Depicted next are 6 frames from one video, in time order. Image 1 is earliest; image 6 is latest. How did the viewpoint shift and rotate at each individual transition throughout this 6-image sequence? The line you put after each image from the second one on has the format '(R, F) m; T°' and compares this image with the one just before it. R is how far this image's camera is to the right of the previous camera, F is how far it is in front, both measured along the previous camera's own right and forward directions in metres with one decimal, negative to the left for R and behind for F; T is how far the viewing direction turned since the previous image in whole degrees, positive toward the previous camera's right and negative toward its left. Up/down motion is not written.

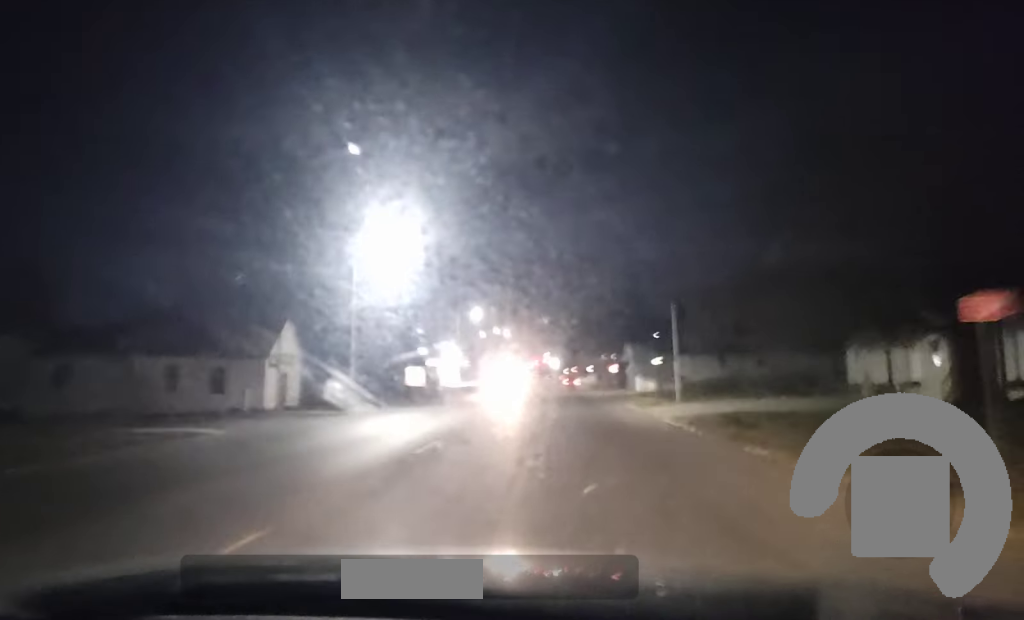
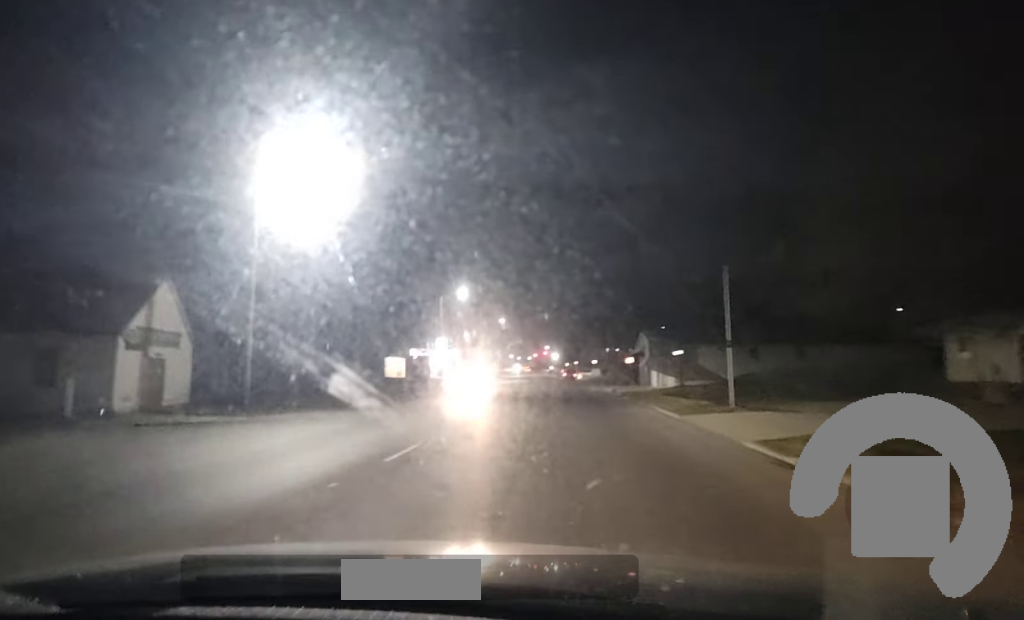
(+0.3, +16.0) m; 0°
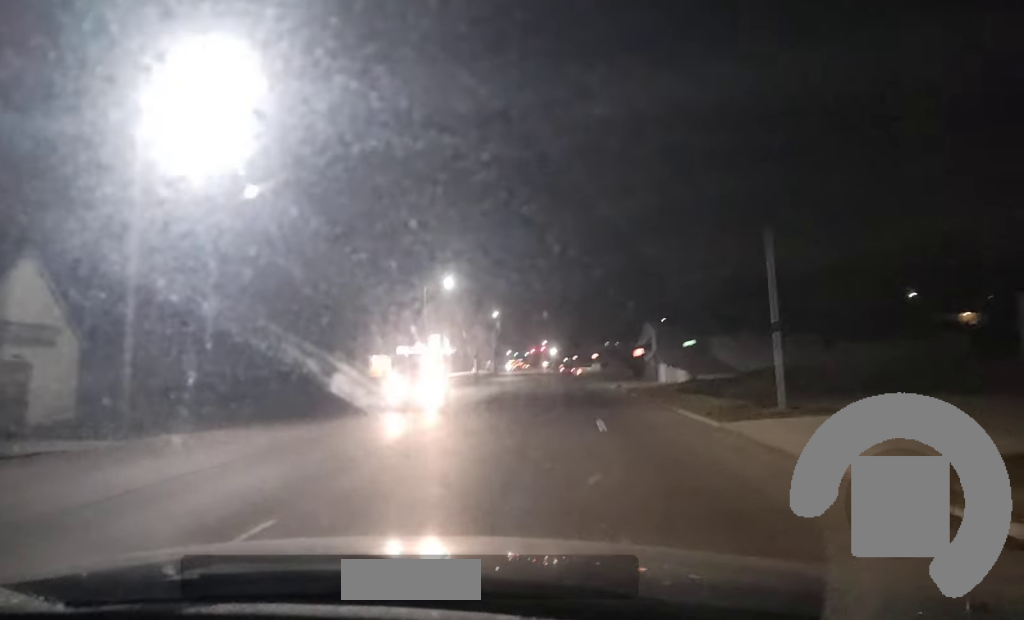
(-0.1, +8.5) m; 0°
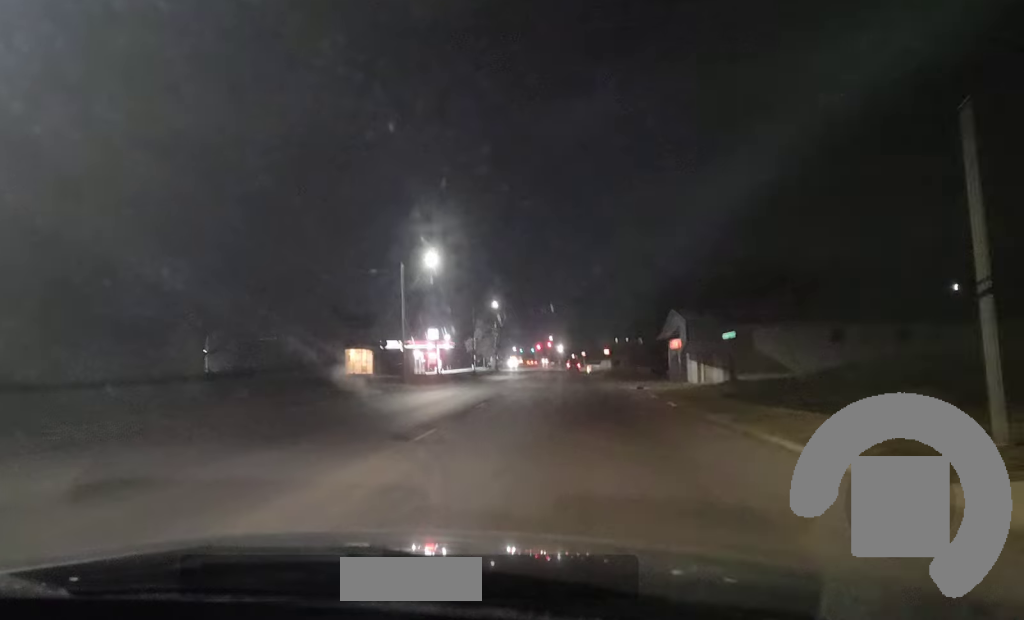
(0.0, +14.5) m; -1°
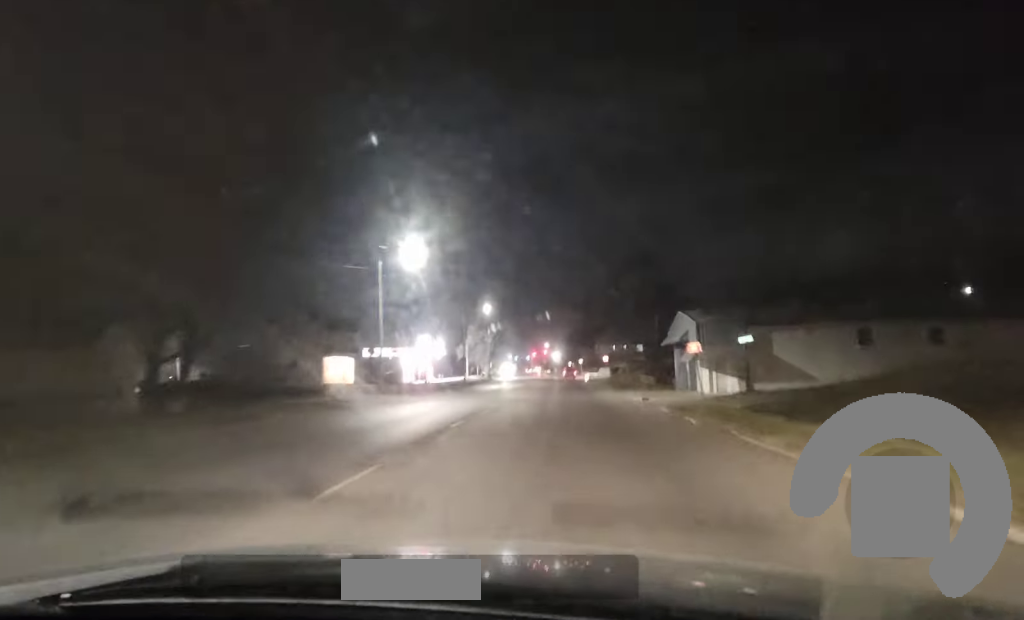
(+0.1, +6.0) m; 0°
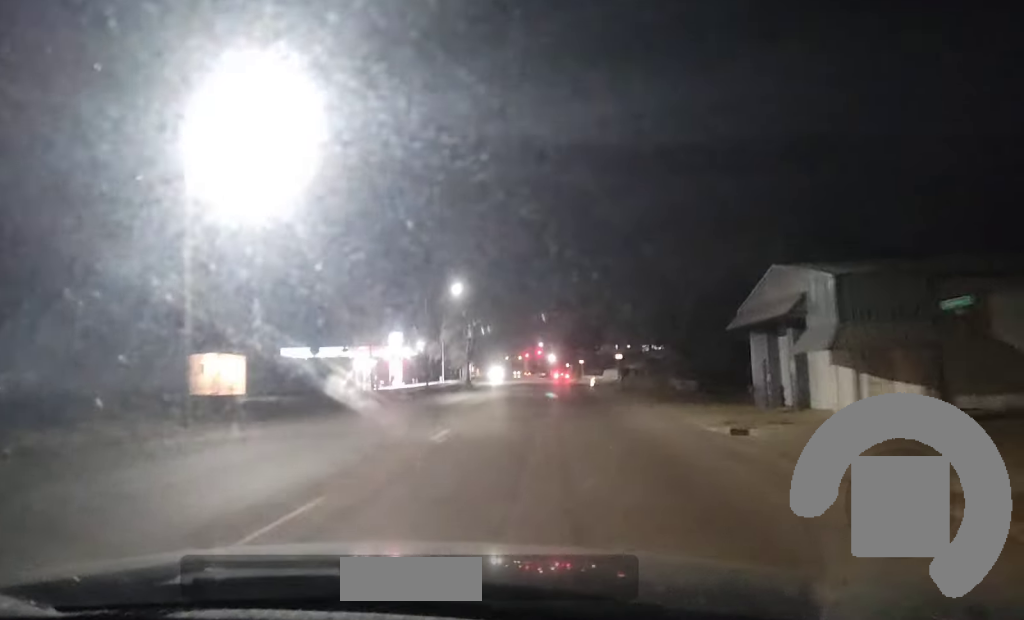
(-0.1, +29.1) m; +1°
